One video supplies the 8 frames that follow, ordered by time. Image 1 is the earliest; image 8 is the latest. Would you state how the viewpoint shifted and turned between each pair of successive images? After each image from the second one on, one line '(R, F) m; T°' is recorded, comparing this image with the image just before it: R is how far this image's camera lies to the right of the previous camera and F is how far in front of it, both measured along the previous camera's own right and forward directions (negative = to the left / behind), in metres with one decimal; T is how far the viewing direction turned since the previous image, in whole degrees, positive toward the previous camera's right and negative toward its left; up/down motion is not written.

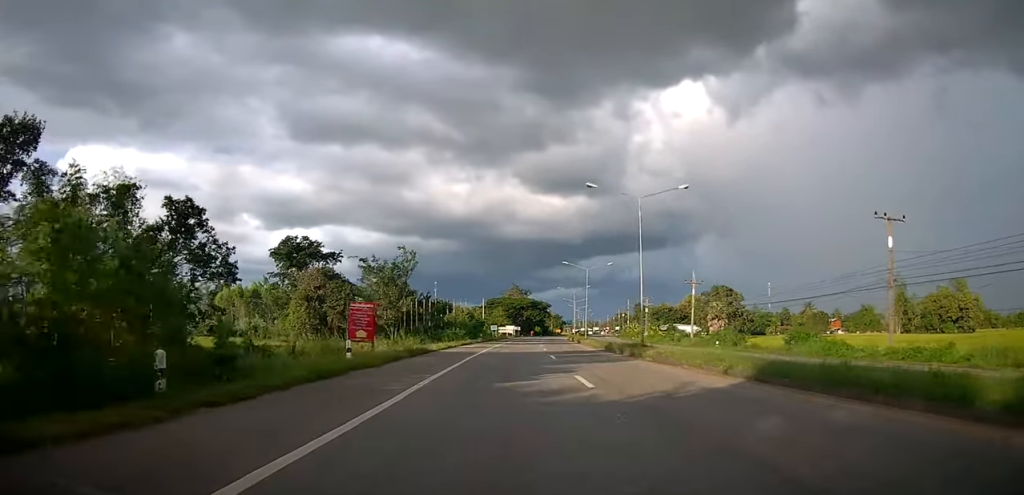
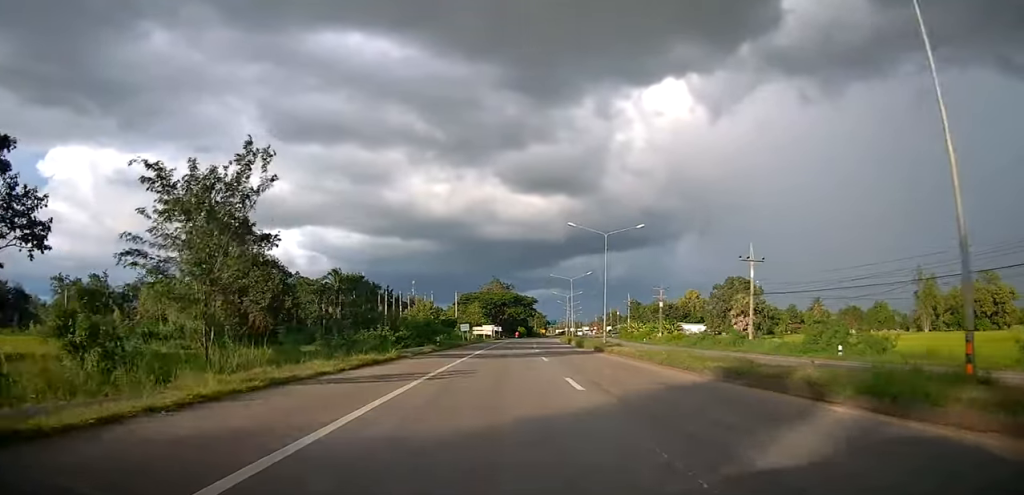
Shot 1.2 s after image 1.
(+0.2, +24.7) m; +1°
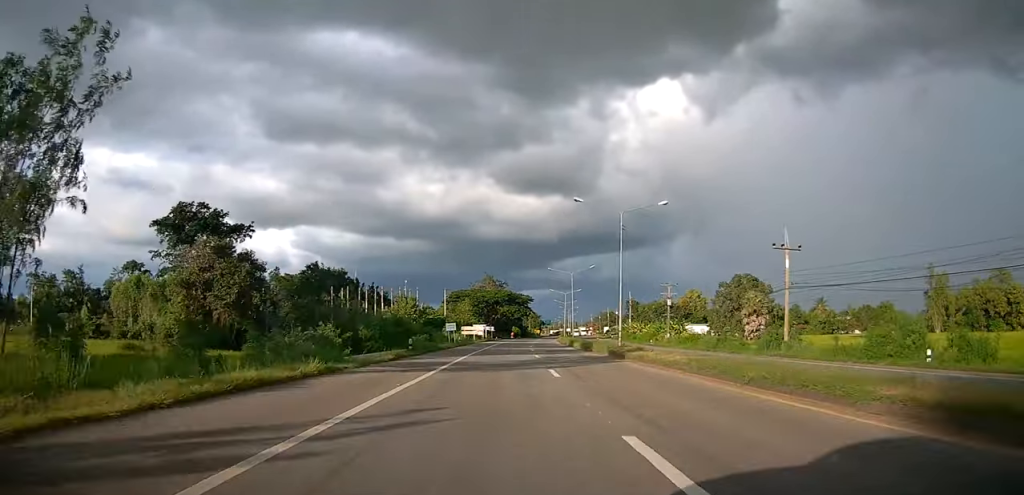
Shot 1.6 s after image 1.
(+0.1, +8.3) m; 0°
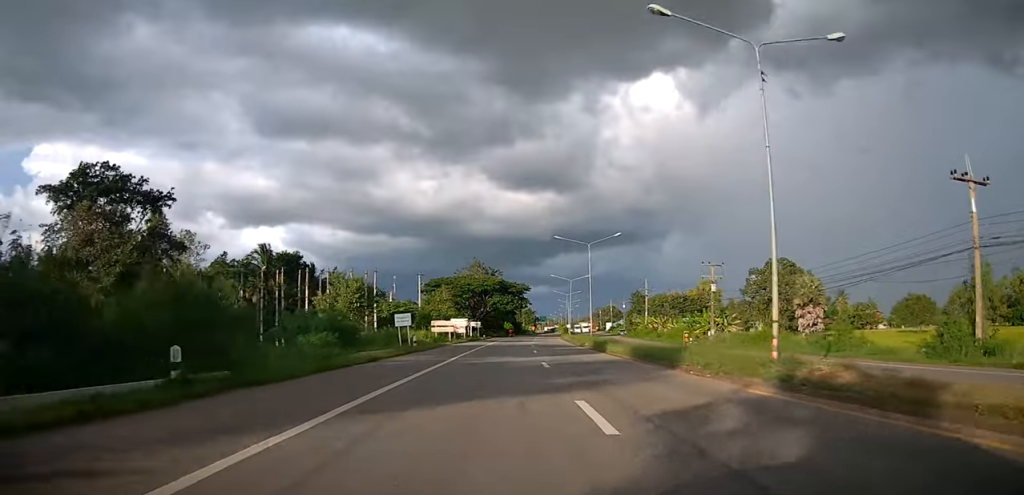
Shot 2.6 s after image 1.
(+0.2, +21.4) m; +1°
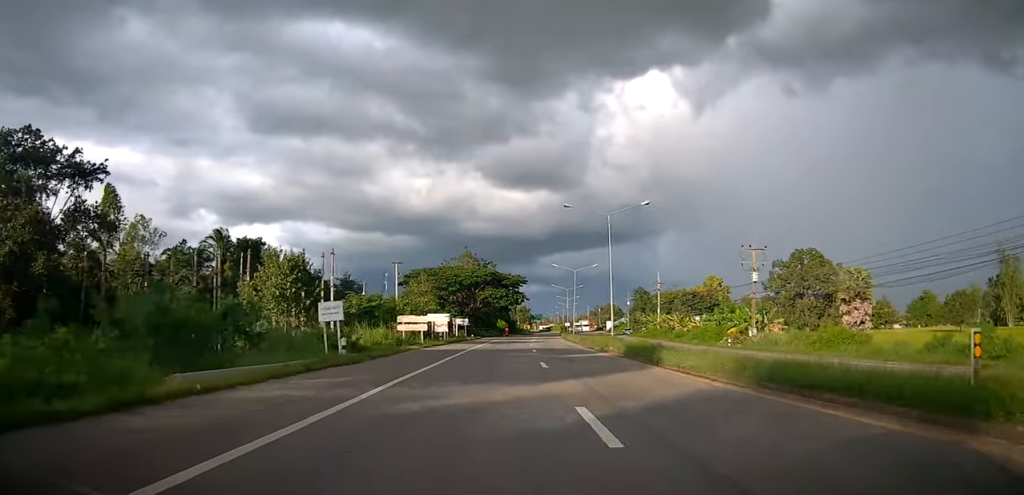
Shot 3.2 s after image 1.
(+0.1, +12.7) m; +1°
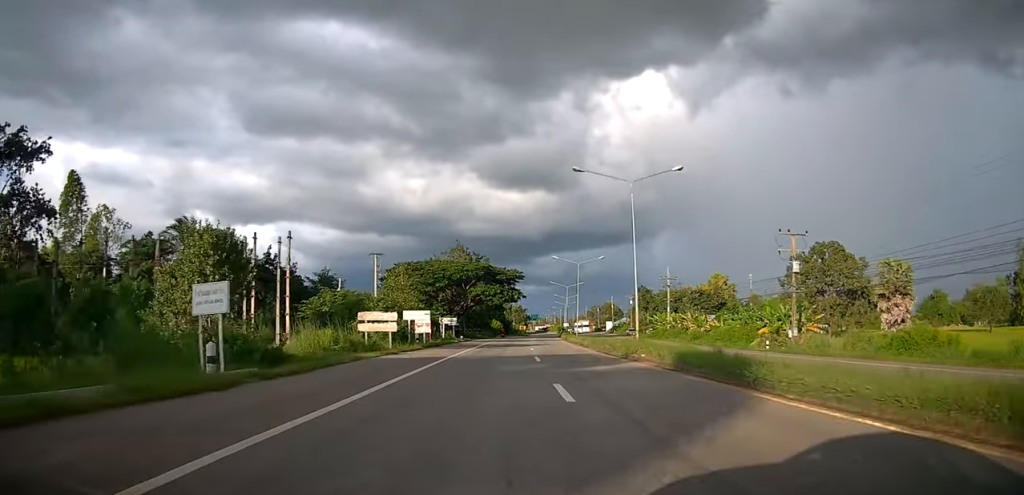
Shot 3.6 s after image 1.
(0.0, +8.5) m; +1°
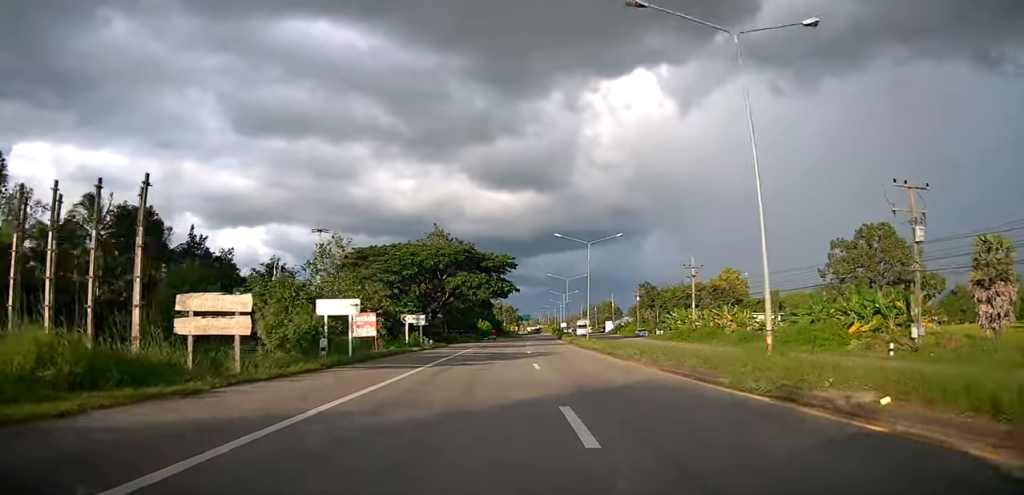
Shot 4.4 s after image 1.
(+0.1, +15.7) m; +1°
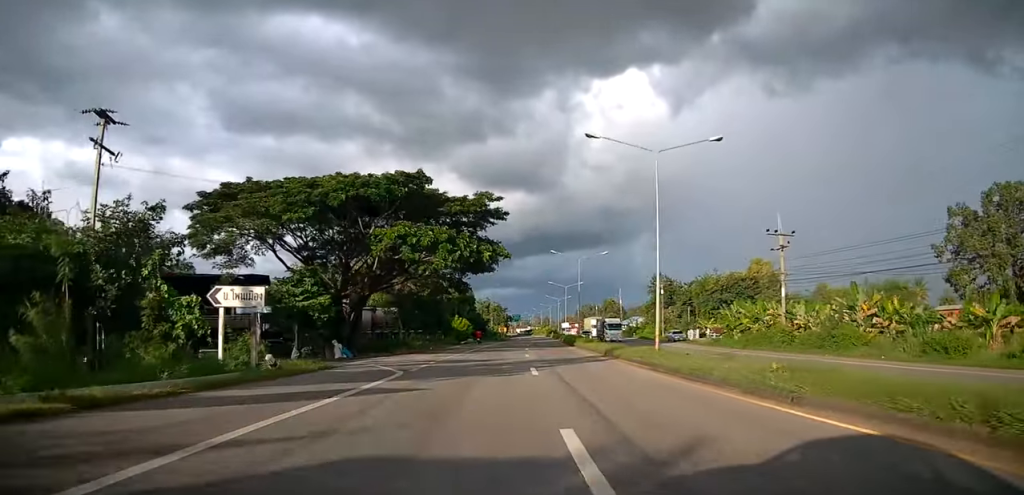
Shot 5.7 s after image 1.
(+0.4, +26.1) m; +1°
